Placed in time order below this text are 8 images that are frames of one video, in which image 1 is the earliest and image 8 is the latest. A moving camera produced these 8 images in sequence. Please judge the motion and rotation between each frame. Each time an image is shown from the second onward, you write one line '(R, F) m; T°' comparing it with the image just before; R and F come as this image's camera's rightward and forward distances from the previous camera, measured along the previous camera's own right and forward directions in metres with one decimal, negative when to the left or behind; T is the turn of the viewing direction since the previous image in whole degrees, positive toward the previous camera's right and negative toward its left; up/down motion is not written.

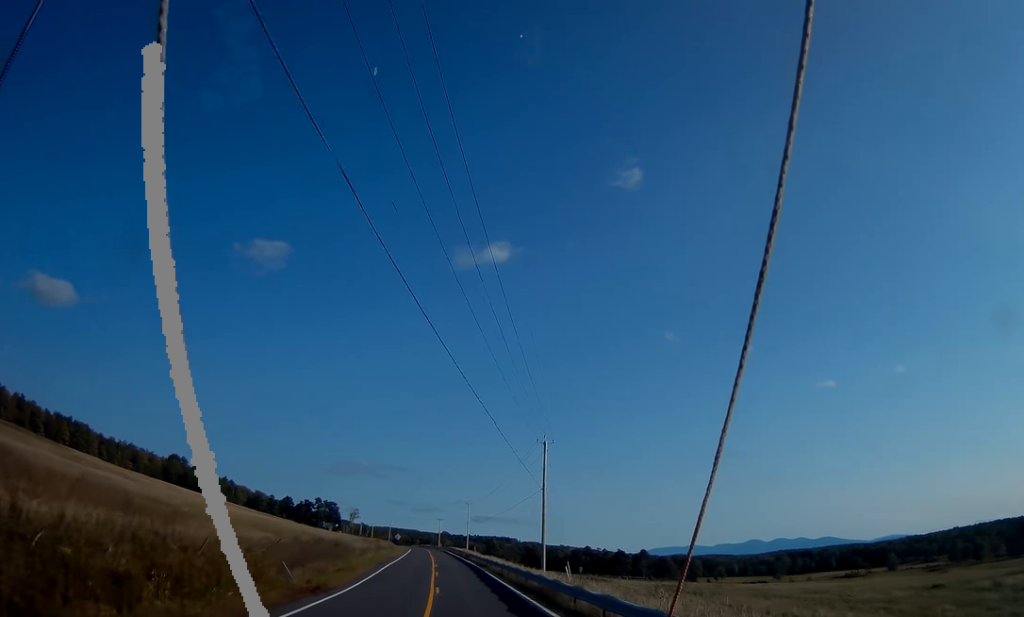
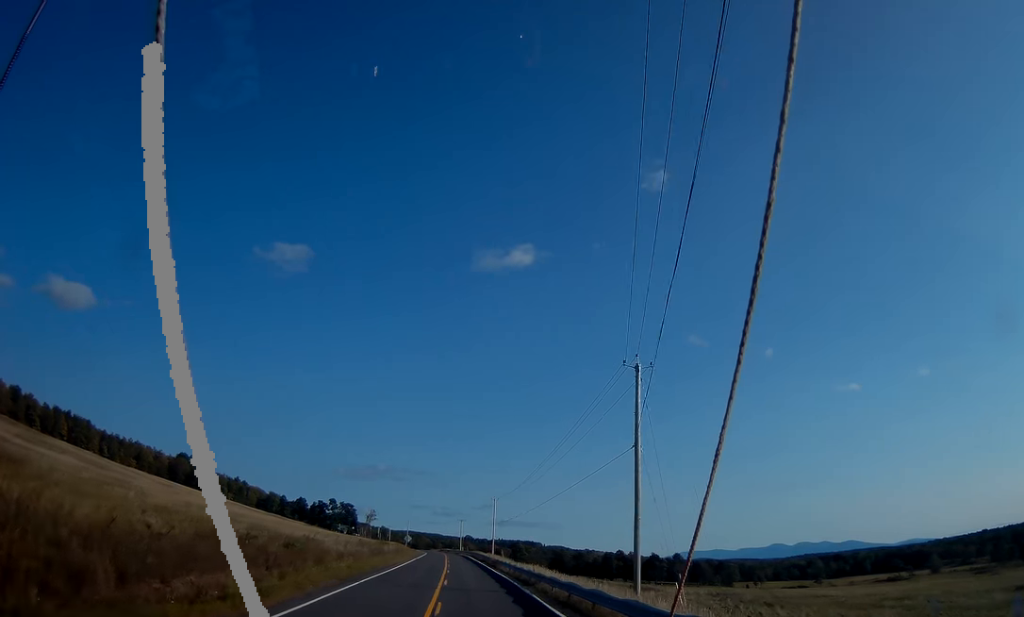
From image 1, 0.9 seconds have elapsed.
(-0.5, +20.7) m; -3°
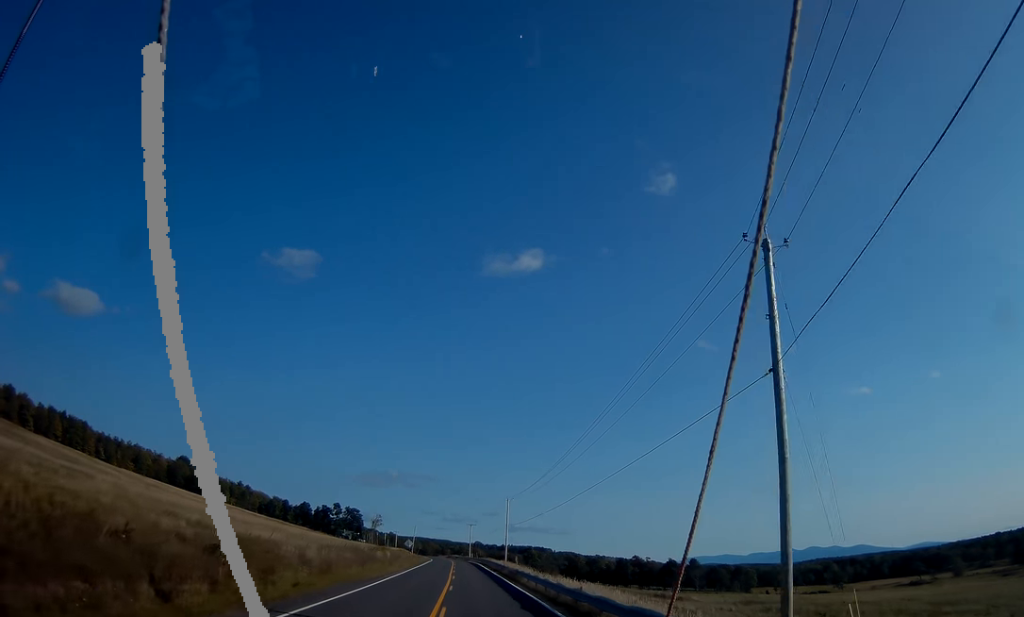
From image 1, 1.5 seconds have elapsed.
(-0.3, +12.0) m; -2°
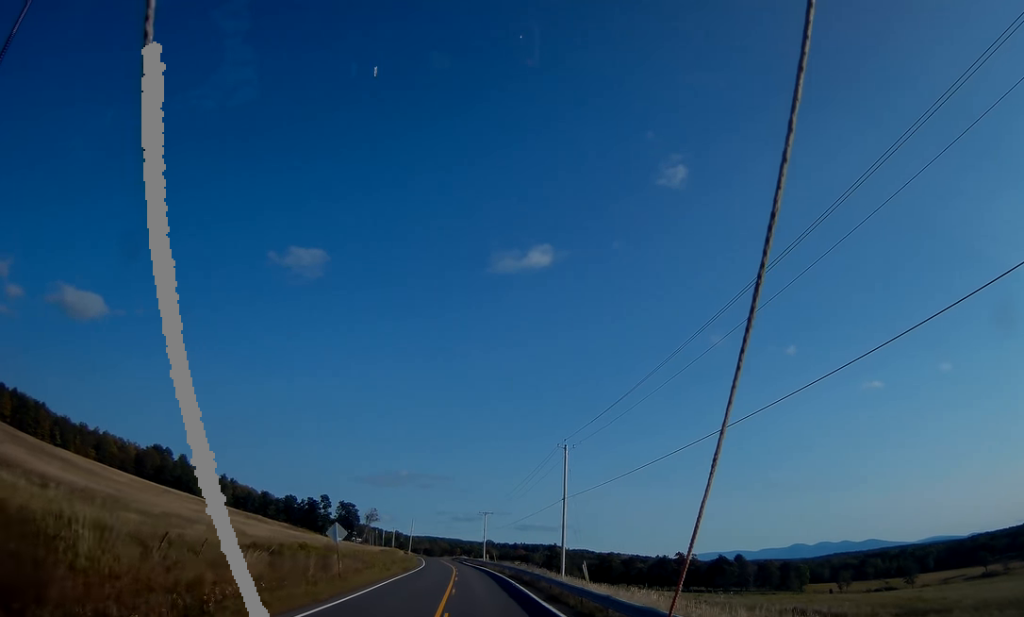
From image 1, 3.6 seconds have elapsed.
(-0.8, +49.7) m; -1°
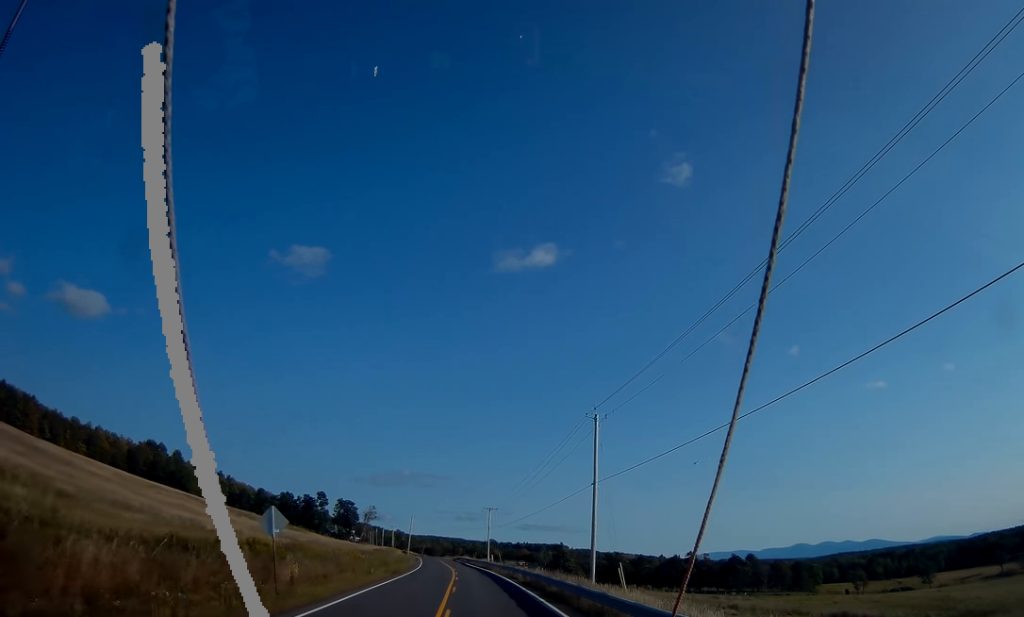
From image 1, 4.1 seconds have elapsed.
(+0.1, +10.9) m; 0°
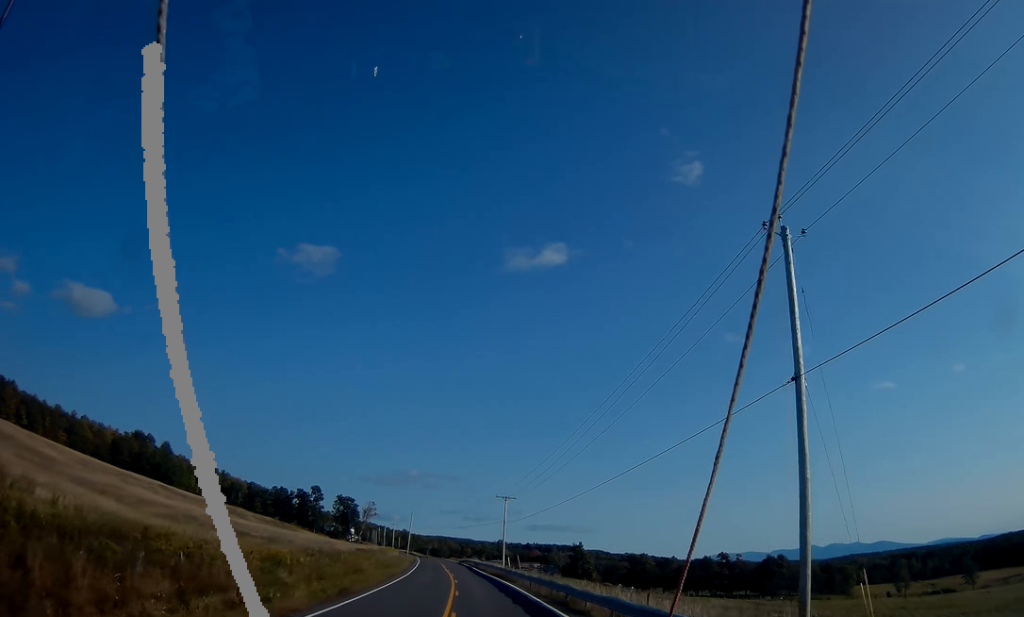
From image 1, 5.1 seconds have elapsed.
(0.0, +23.4) m; 0°
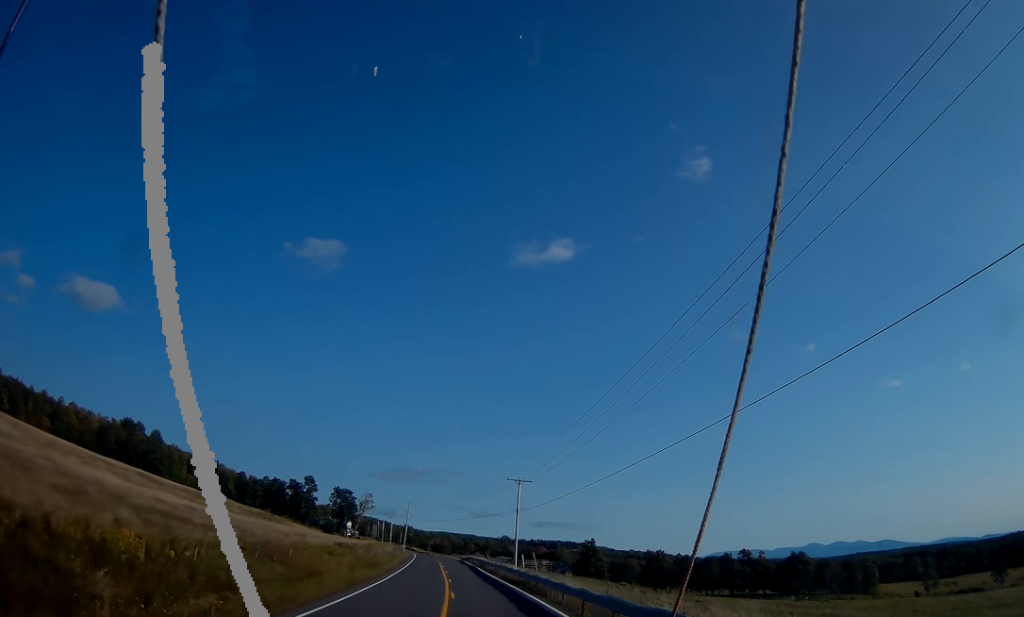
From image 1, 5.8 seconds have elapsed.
(-0.1, +15.7) m; -1°
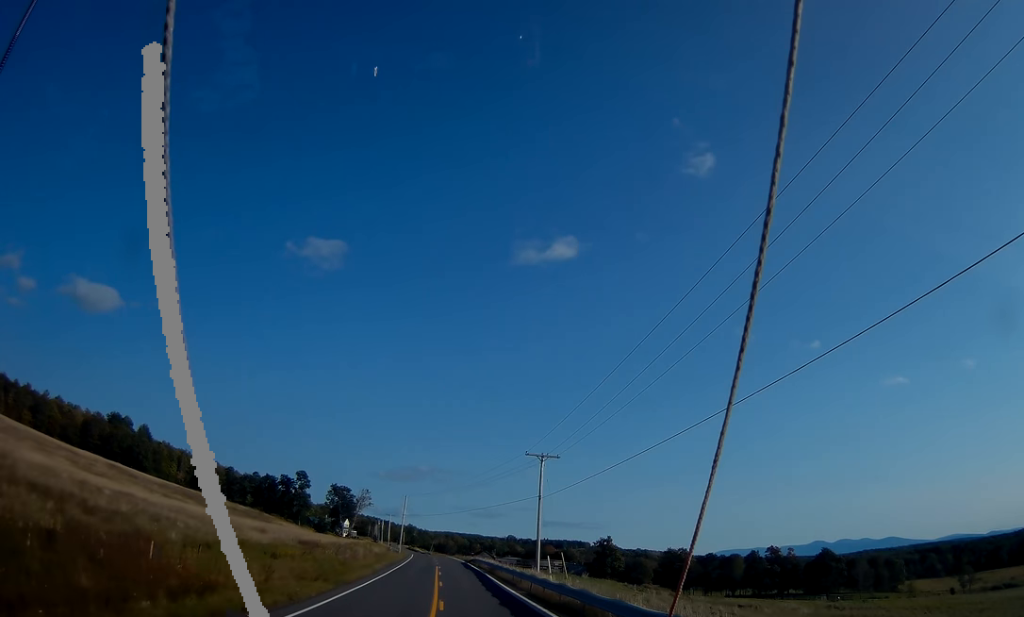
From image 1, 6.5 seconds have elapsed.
(0.0, +16.6) m; -1°
